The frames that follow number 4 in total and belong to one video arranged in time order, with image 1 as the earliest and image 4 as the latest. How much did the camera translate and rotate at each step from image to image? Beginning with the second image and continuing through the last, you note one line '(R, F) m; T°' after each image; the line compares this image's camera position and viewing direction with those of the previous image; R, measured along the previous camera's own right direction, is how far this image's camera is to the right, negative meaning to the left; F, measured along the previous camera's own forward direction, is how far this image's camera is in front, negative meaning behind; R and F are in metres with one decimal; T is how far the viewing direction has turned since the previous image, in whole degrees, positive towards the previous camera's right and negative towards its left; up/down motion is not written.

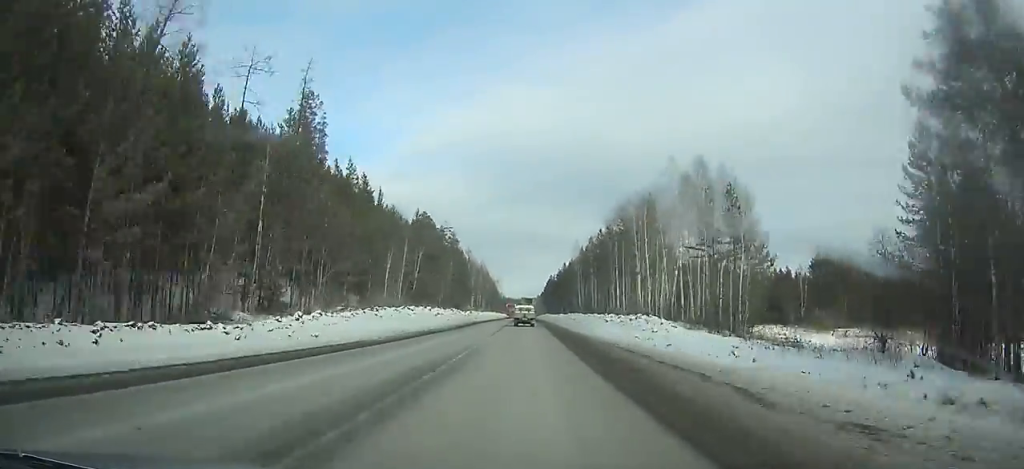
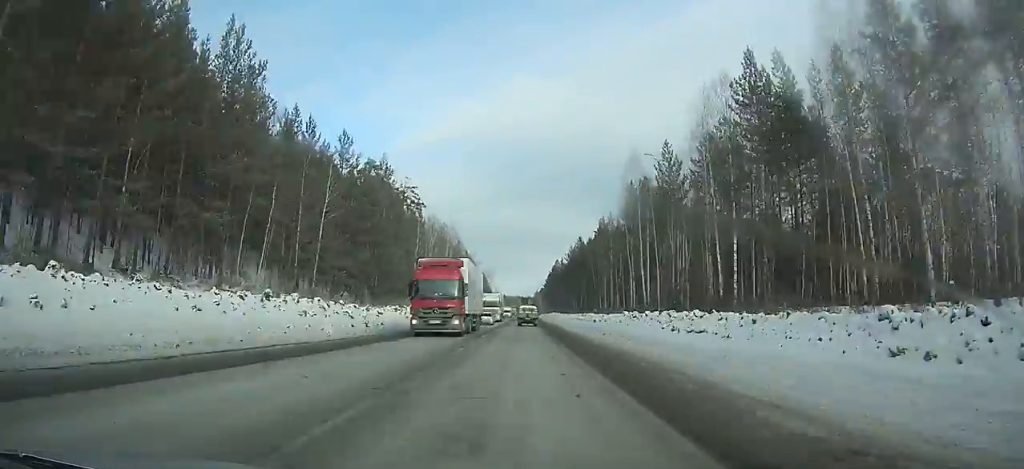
(-0.3, +68.4) m; 0°
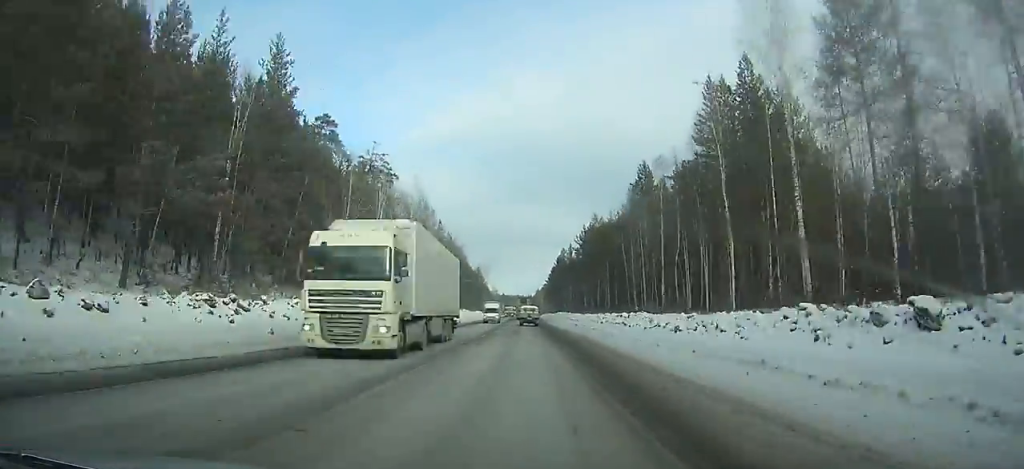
(+0.1, +32.8) m; 0°
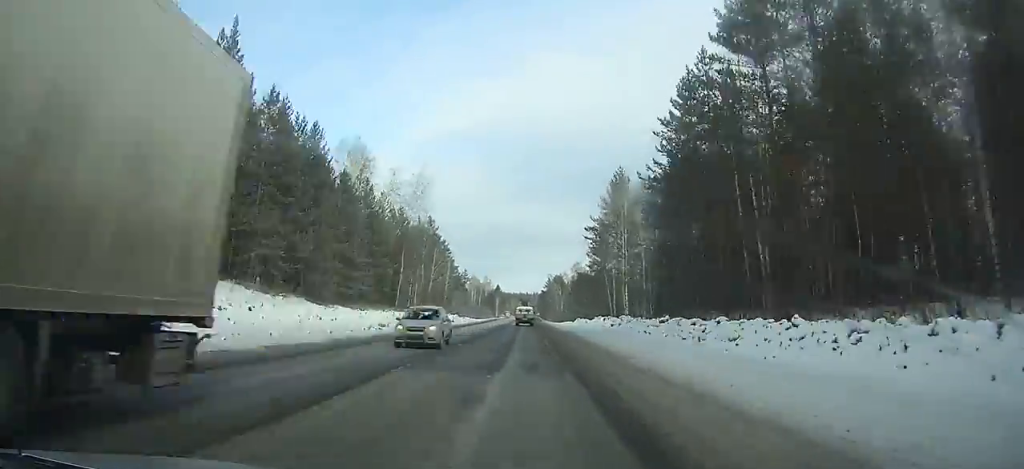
(+1.4, +153.9) m; 0°
